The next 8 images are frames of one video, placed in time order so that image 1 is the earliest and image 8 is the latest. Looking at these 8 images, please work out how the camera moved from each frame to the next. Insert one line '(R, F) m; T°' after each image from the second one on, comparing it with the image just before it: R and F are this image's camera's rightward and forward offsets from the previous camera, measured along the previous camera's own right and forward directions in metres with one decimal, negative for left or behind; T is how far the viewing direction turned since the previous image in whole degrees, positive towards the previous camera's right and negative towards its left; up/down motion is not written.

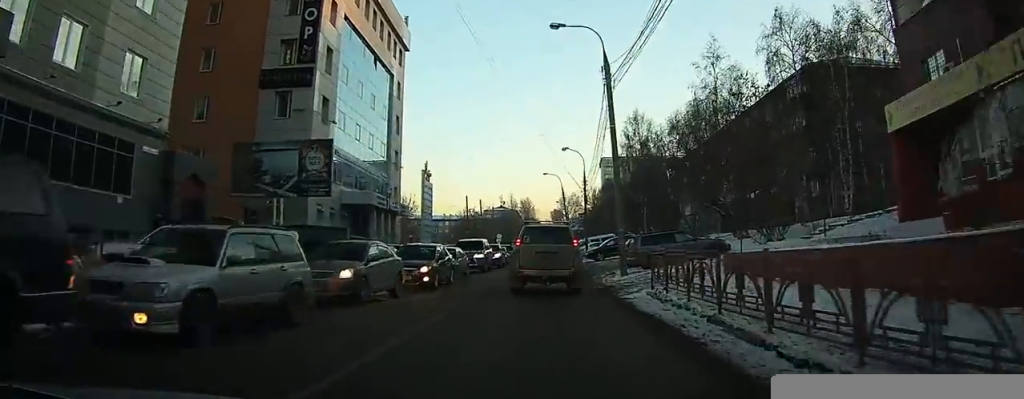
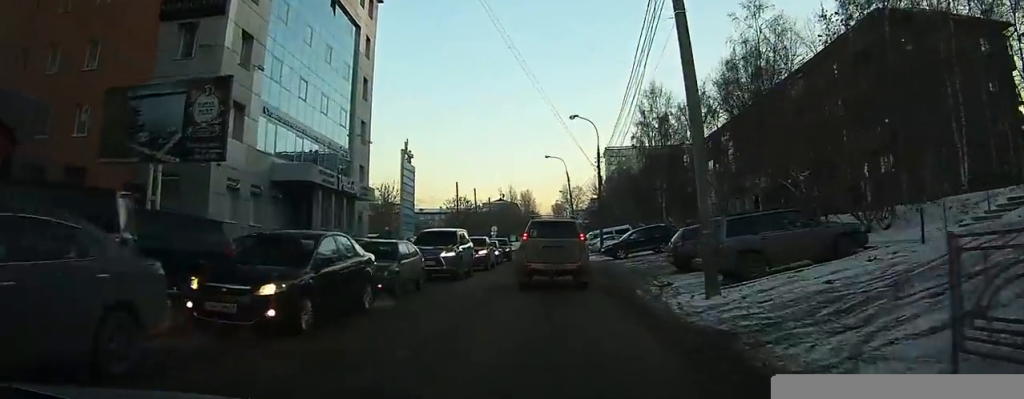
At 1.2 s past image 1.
(+0.1, +11.8) m; +1°
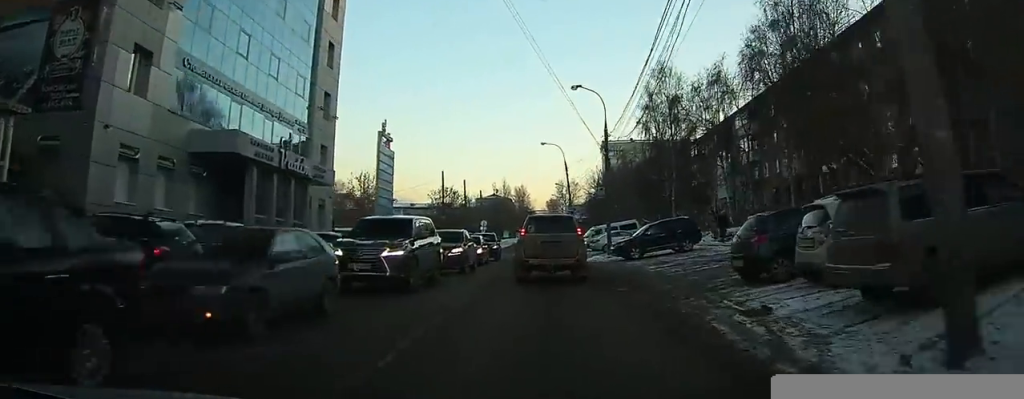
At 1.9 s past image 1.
(0.0, +6.7) m; -1°
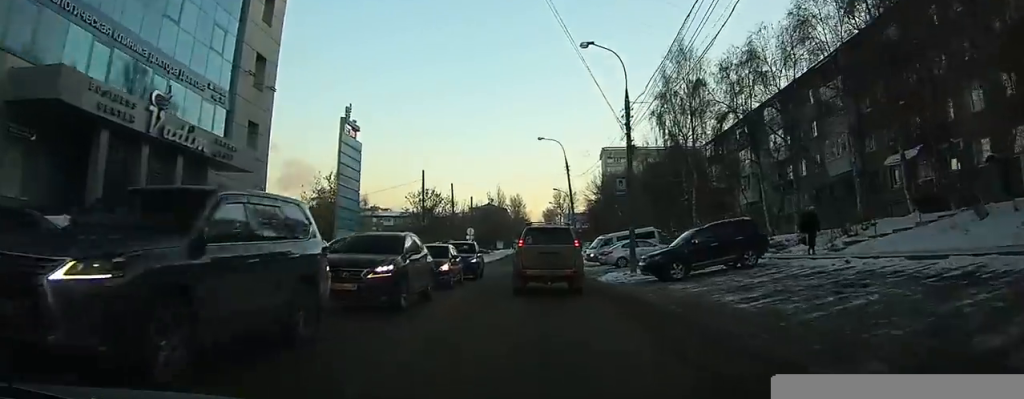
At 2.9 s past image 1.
(-0.1, +8.8) m; -2°
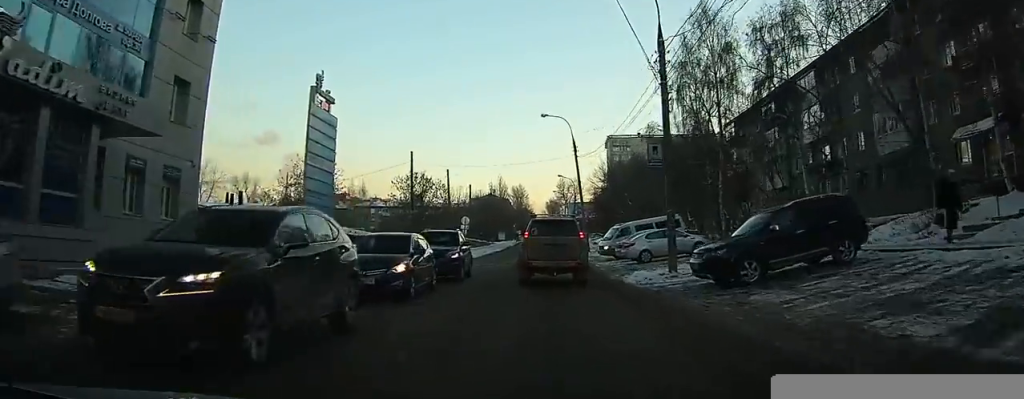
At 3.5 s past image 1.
(-0.1, +6.5) m; -1°
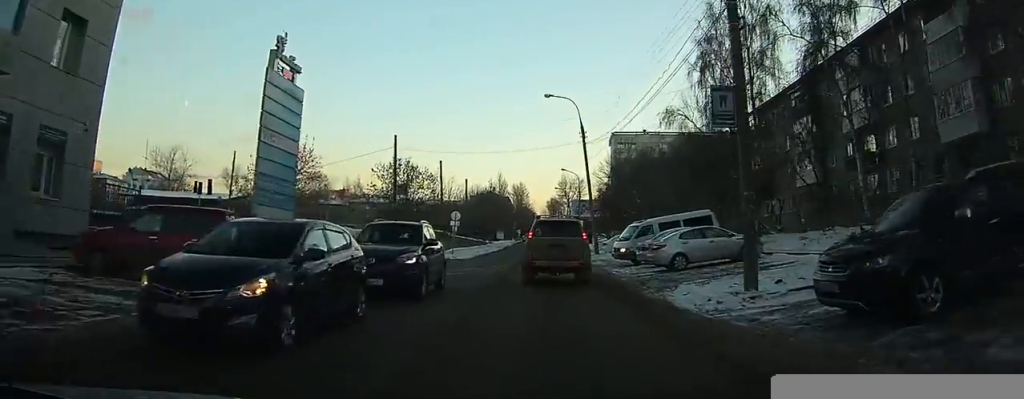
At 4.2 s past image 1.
(-0.1, +7.1) m; 0°
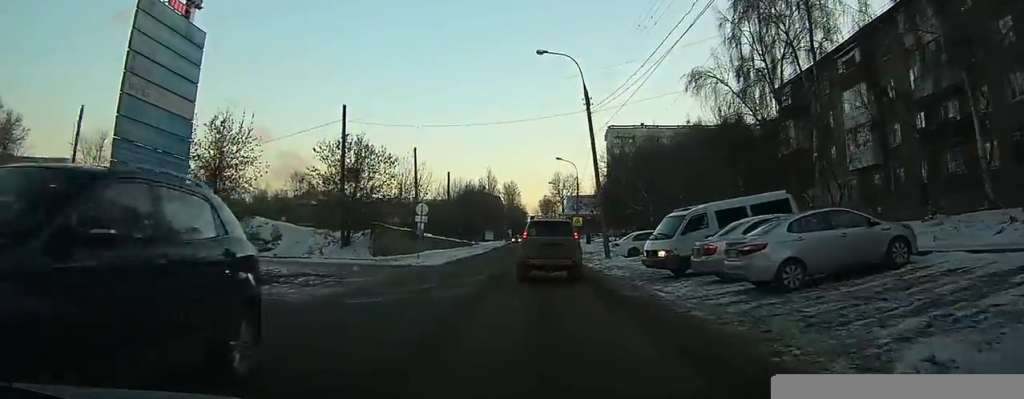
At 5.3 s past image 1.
(+0.2, +12.8) m; +2°
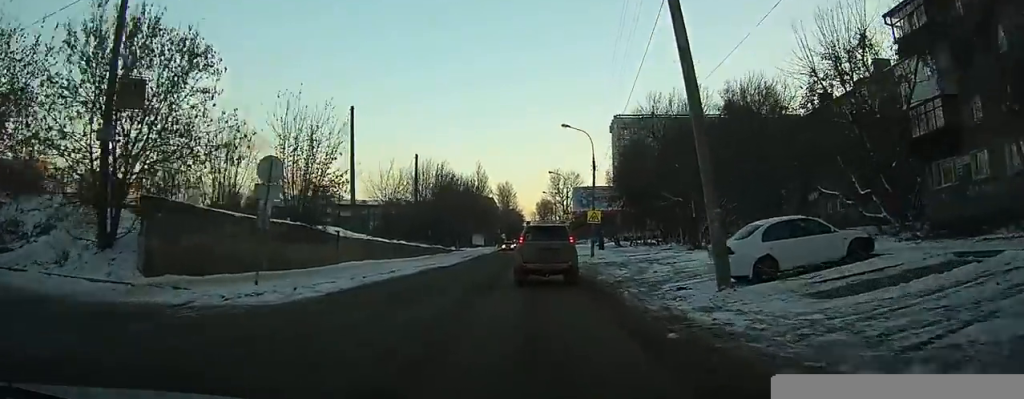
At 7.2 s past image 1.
(+0.4, +20.6) m; +2°
